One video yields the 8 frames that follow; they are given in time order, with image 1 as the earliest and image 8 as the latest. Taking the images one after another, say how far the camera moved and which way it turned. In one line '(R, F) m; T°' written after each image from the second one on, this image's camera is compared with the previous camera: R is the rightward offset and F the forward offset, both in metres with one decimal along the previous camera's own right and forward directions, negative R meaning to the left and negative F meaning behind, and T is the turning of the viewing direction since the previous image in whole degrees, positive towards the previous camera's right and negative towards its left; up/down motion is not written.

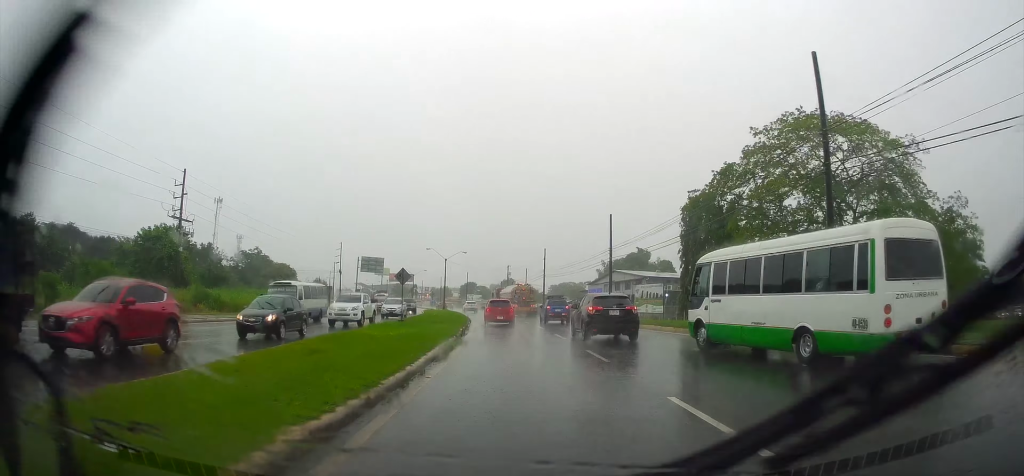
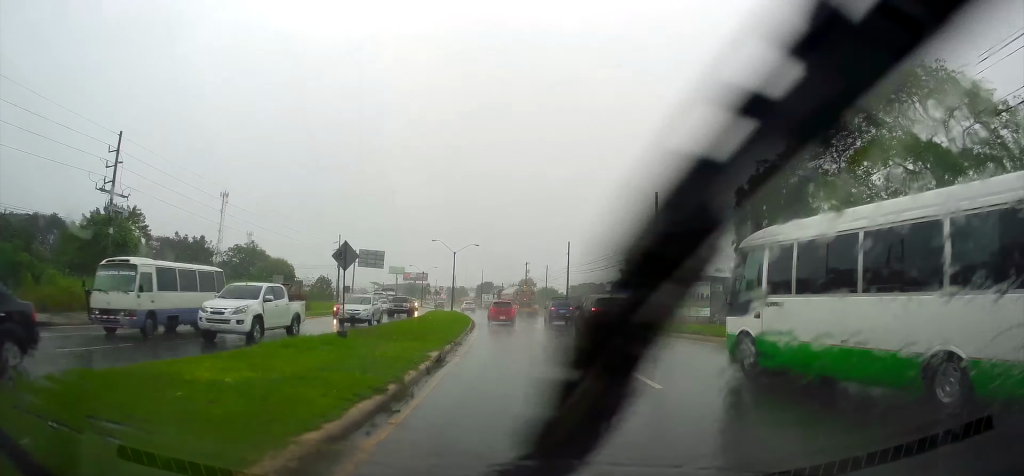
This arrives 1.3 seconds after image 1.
(-0.3, +11.7) m; -2°
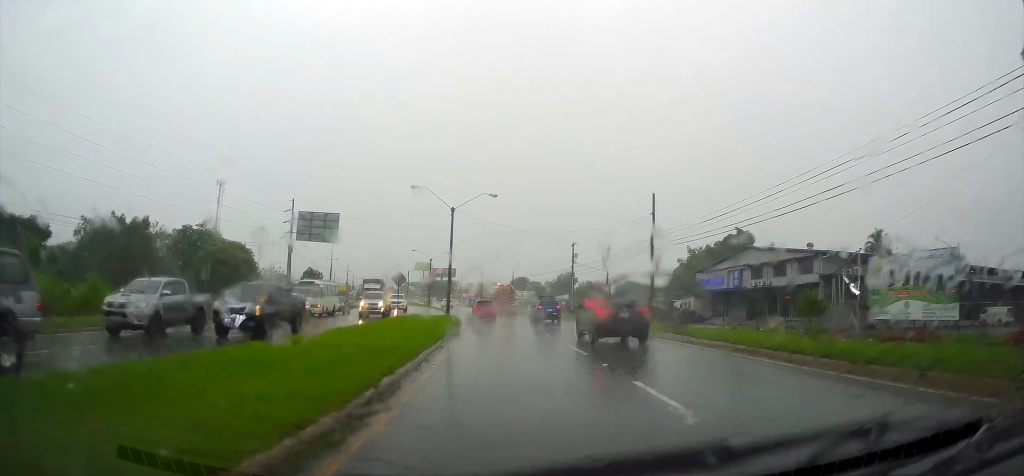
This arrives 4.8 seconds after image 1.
(-0.5, +33.2) m; -2°
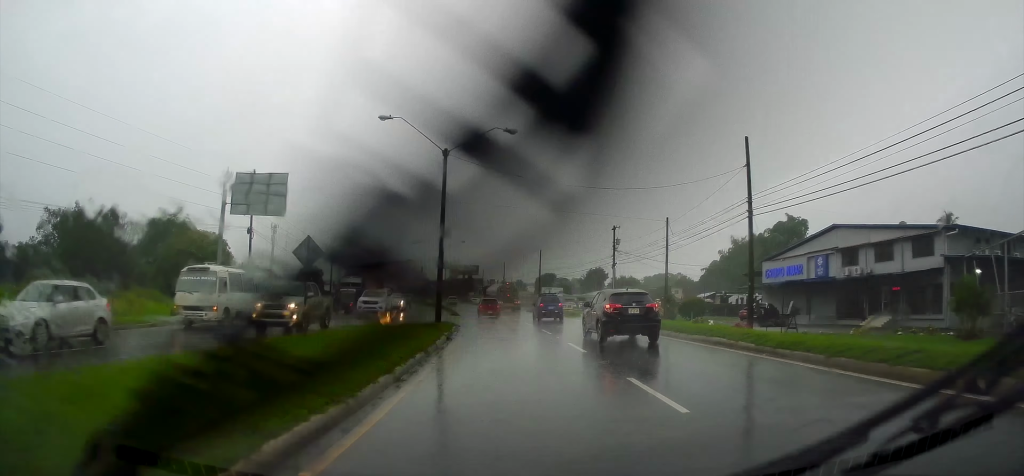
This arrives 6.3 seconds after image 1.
(-0.3, +15.3) m; -2°
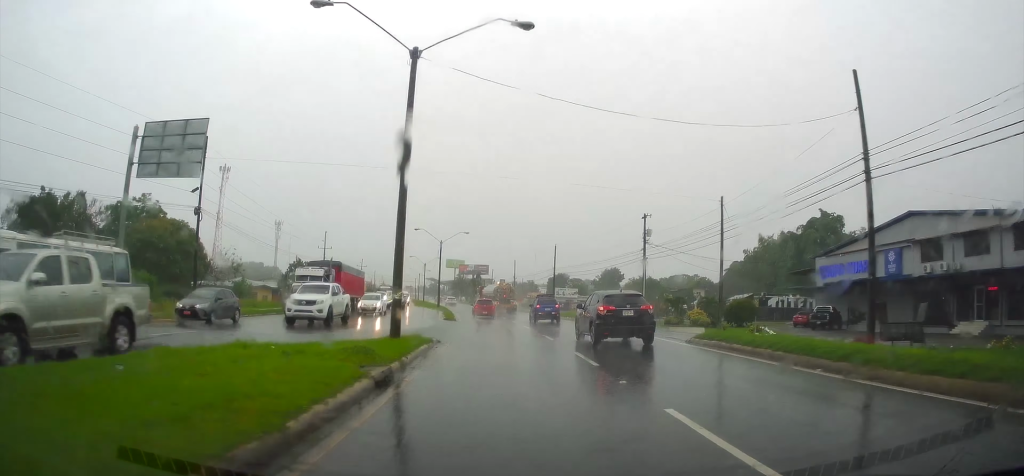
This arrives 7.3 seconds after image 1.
(-0.2, +10.6) m; -1°
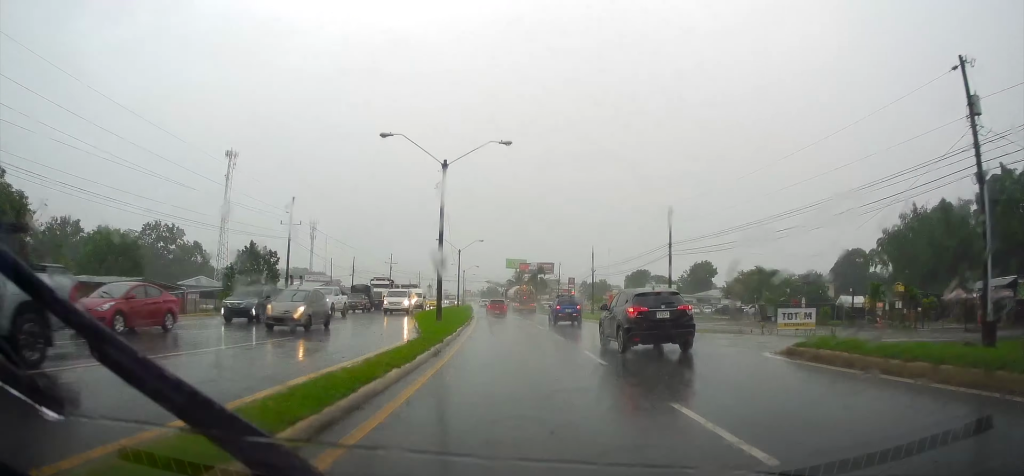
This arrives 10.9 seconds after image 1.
(-1.9, +39.1) m; -7°
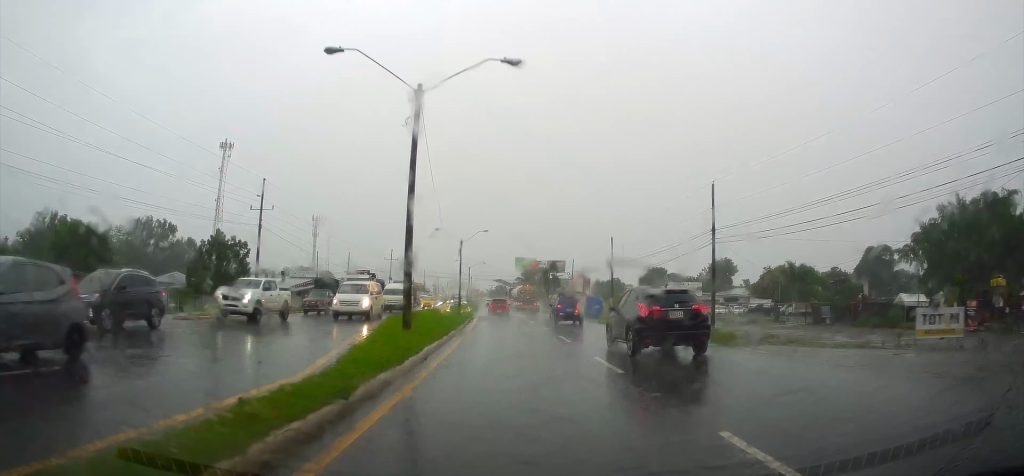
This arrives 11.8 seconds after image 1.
(-0.4, +9.5) m; -1°
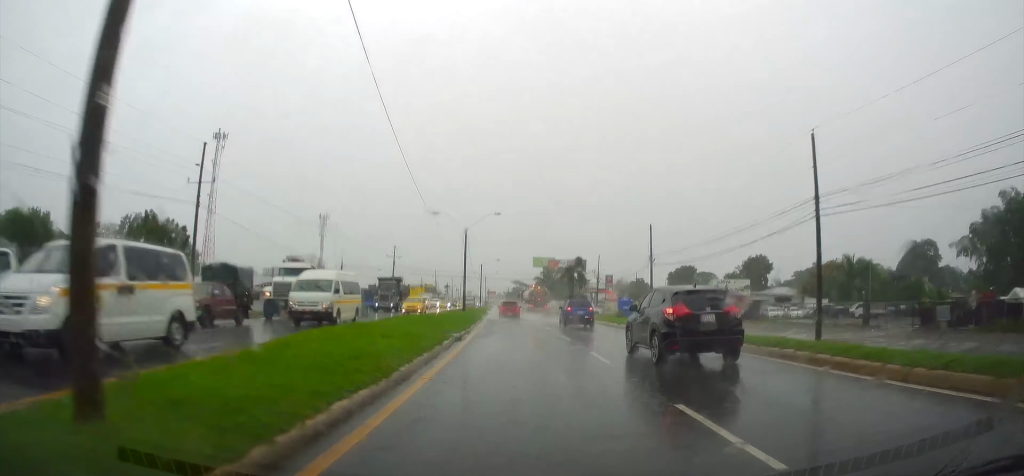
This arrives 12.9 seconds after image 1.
(-0.3, +13.5) m; -1°
